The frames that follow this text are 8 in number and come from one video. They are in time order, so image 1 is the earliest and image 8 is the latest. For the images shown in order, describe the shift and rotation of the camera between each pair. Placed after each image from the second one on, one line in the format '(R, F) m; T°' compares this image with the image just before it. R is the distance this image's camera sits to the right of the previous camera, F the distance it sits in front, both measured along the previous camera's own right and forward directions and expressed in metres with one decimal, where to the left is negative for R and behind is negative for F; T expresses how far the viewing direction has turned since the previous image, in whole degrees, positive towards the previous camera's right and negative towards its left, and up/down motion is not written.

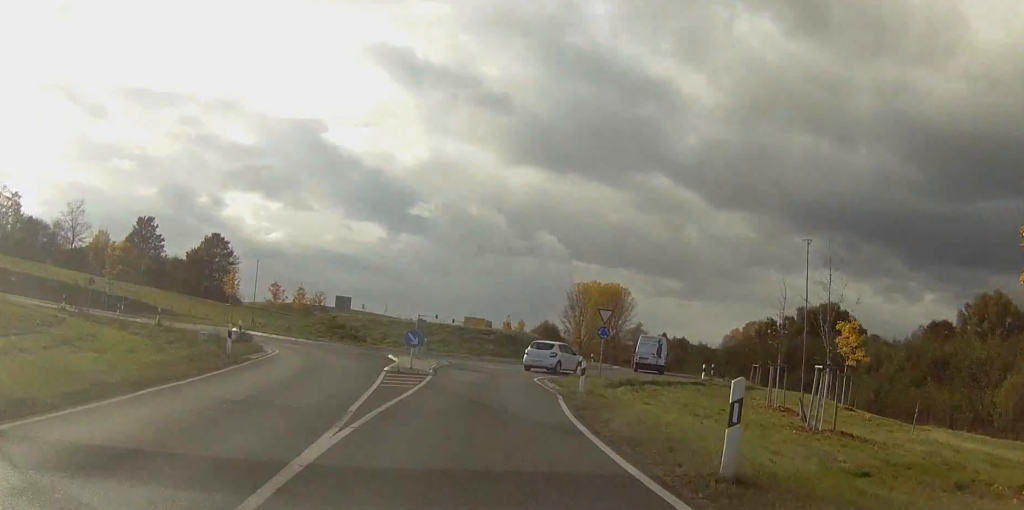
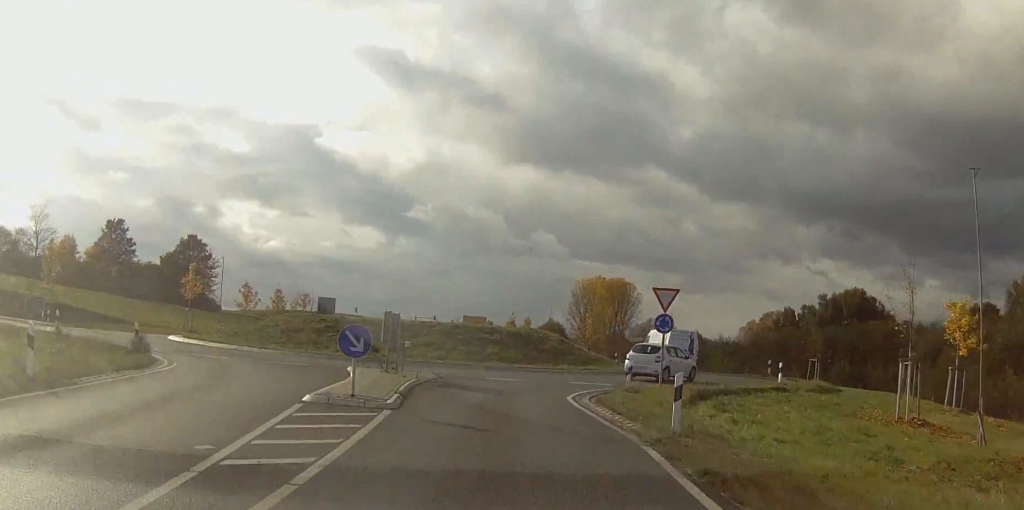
(-0.1, +13.1) m; 0°
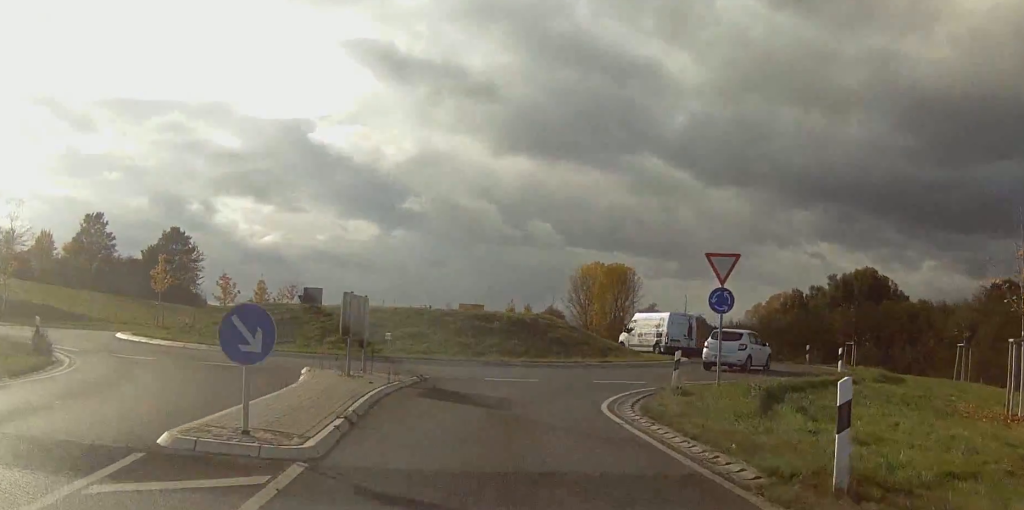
(+0.3, +7.3) m; 0°
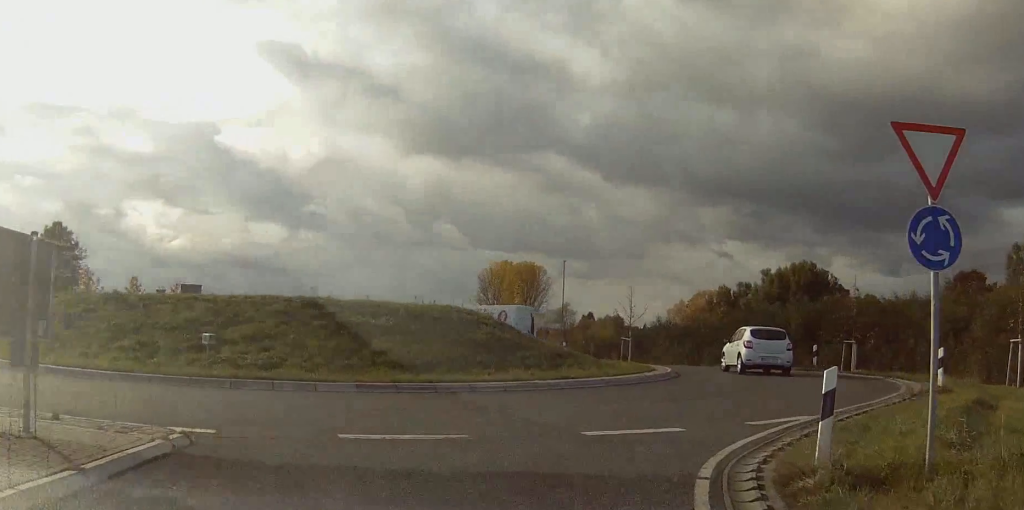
(0.0, +13.8) m; +6°
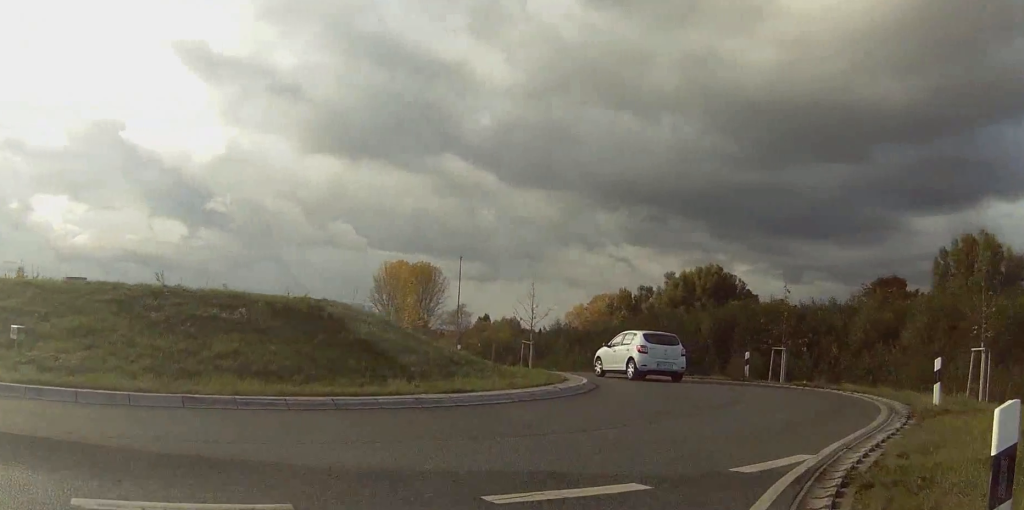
(+0.1, +5.1) m; +6°
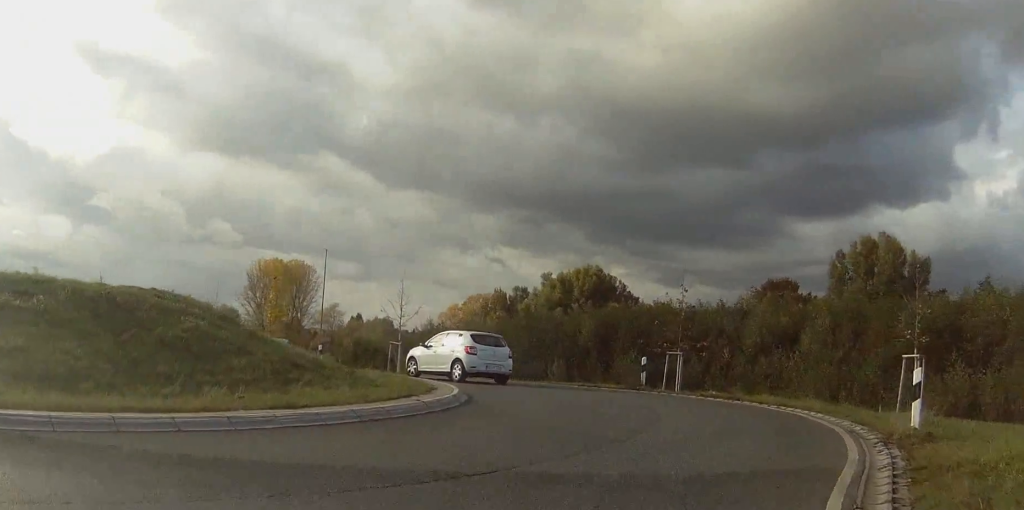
(+0.3, +4.3) m; +6°
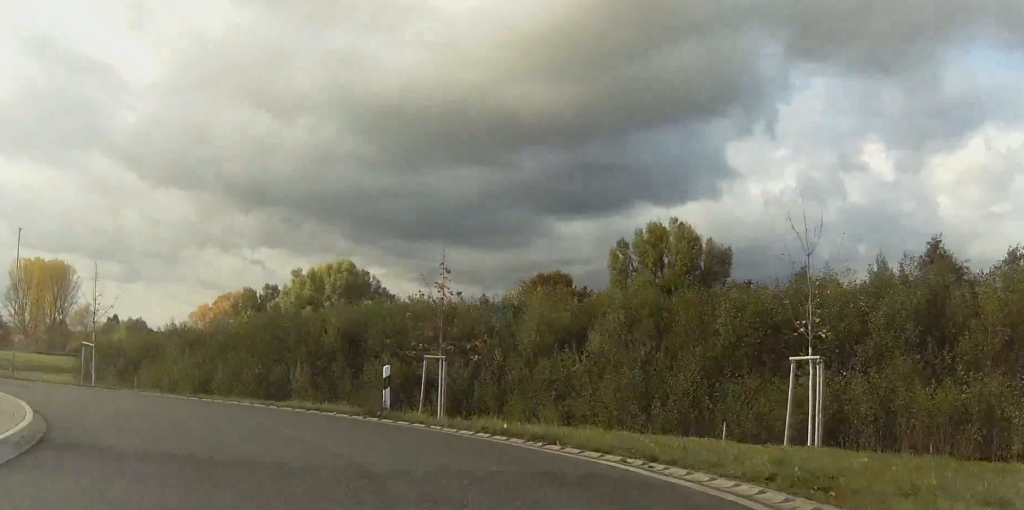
(+1.4, +10.6) m; +8°
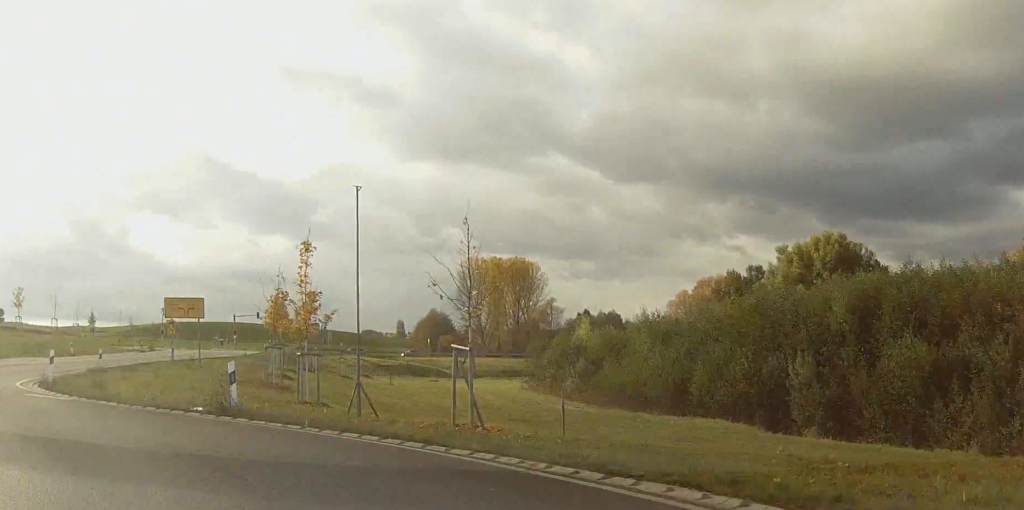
(-1.5, +12.8) m; -20°
